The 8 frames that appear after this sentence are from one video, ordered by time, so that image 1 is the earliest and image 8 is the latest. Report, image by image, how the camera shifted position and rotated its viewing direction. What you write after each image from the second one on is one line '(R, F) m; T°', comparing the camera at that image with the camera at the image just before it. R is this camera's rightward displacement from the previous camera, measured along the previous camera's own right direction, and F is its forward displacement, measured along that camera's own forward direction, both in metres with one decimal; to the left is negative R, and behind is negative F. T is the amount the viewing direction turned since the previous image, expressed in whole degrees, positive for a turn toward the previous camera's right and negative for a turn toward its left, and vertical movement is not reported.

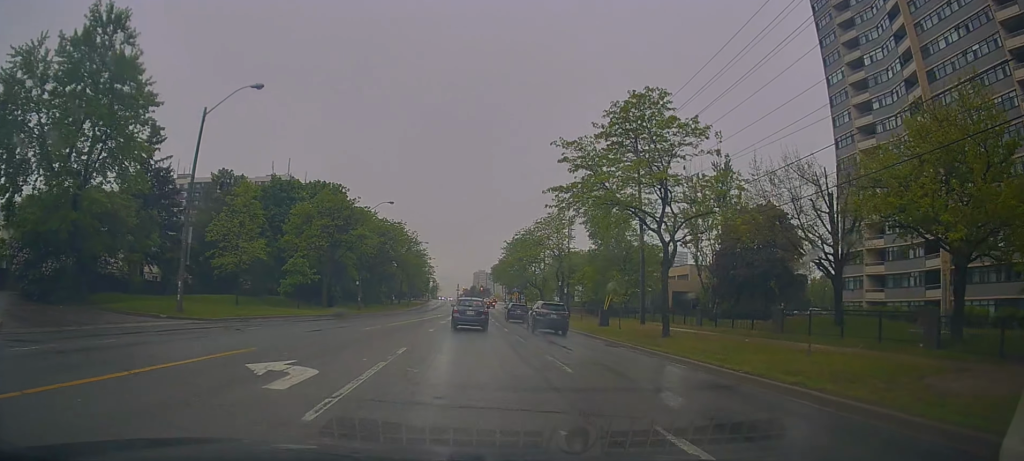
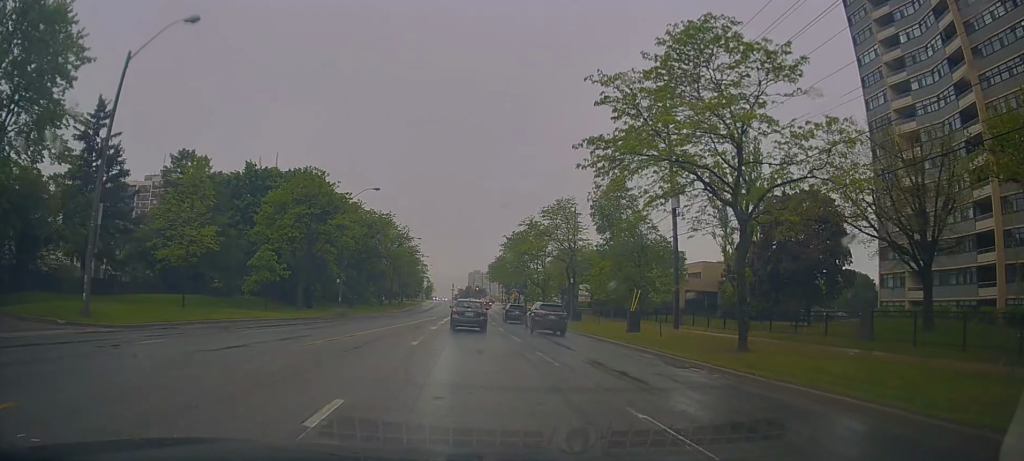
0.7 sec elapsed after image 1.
(+0.3, +7.6) m; -1°
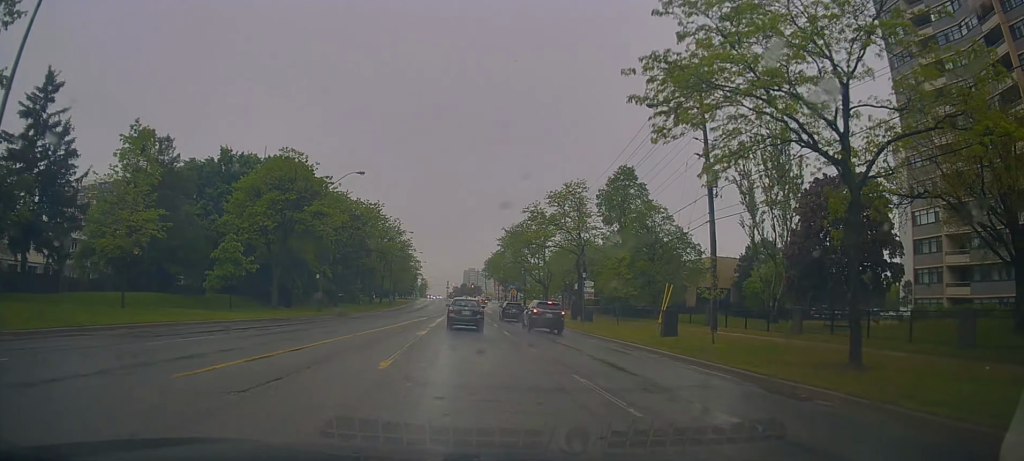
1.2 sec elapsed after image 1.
(-0.6, +6.0) m; 0°
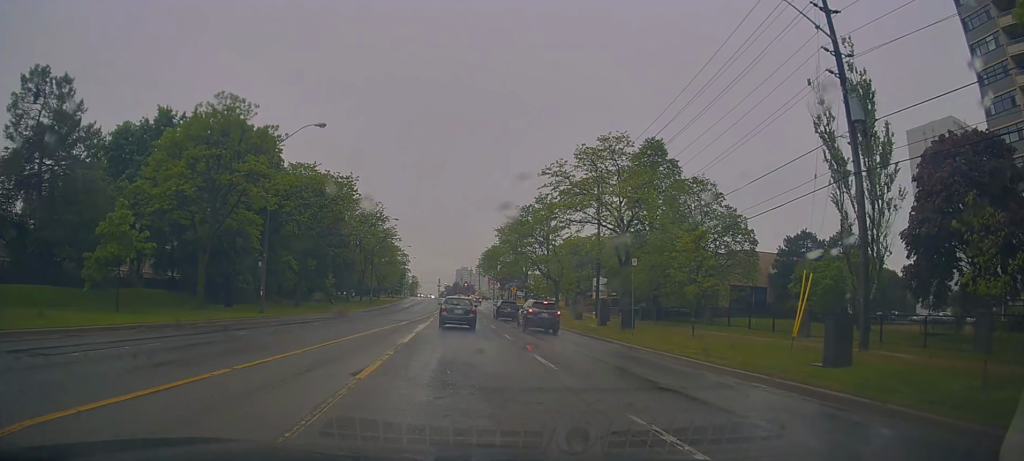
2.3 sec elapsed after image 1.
(+0.5, +12.6) m; 0°
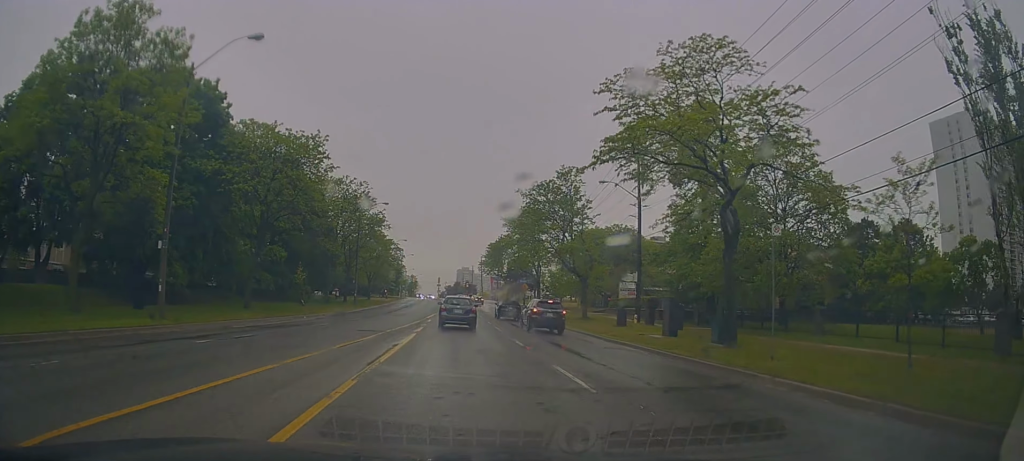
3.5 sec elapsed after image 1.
(-0.9, +13.0) m; -1°
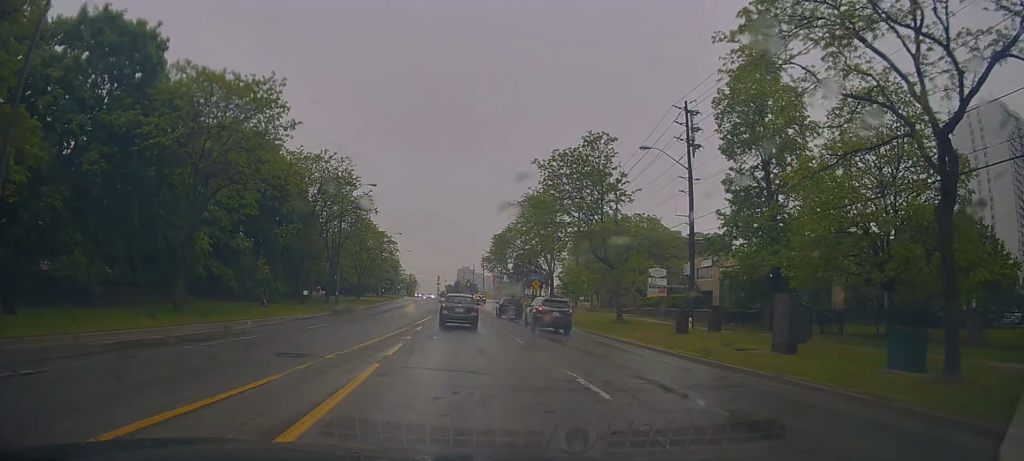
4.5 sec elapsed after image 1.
(+0.9, +10.2) m; +2°
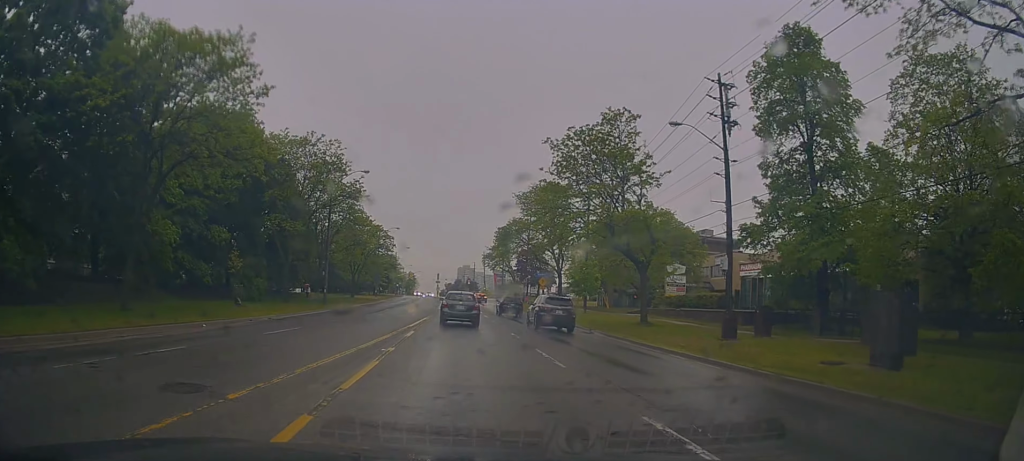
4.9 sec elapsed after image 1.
(-0.1, +5.1) m; 0°
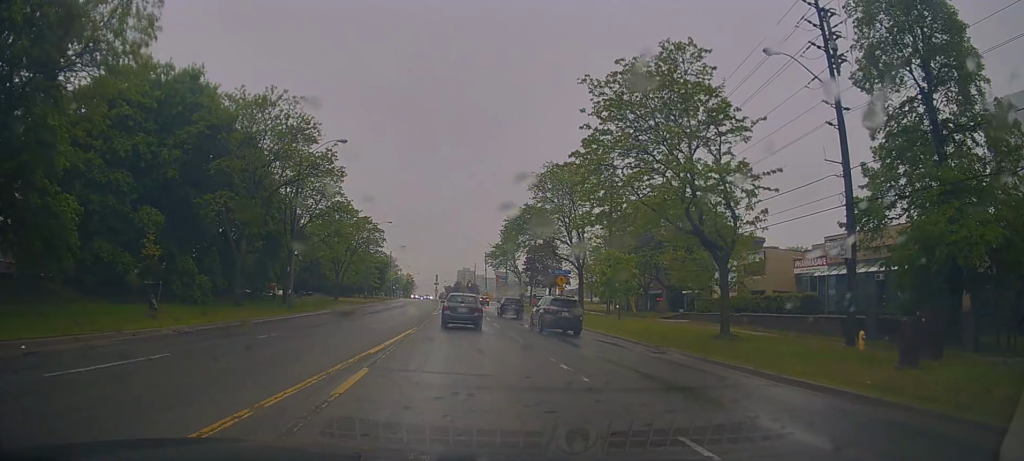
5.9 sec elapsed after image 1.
(-0.2, +10.4) m; +1°
